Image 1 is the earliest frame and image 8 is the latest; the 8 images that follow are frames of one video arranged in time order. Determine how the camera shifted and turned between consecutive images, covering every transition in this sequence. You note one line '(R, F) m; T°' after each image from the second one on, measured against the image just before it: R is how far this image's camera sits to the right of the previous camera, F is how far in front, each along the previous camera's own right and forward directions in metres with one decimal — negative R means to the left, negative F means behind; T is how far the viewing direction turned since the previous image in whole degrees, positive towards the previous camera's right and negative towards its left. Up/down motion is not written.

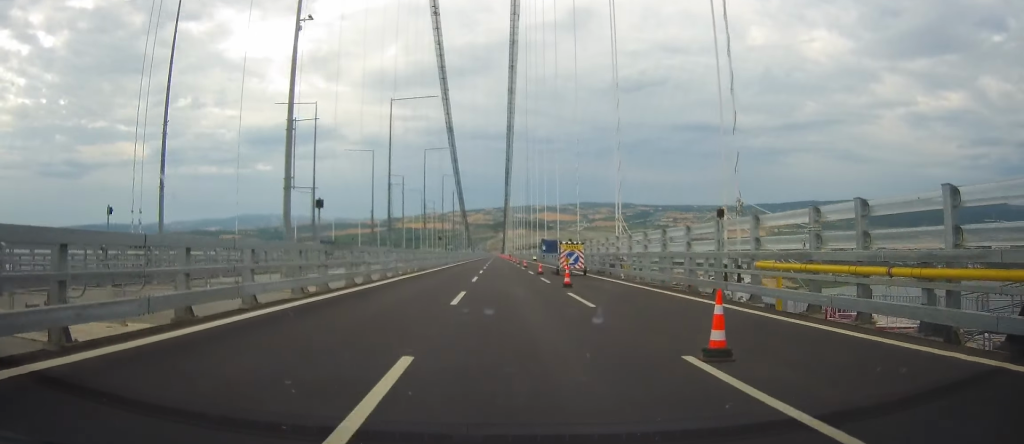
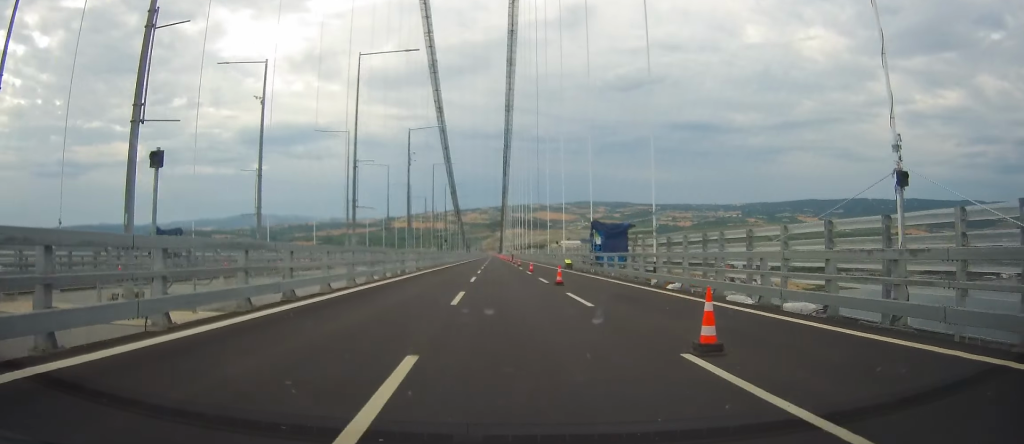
(-0.7, +59.3) m; 0°
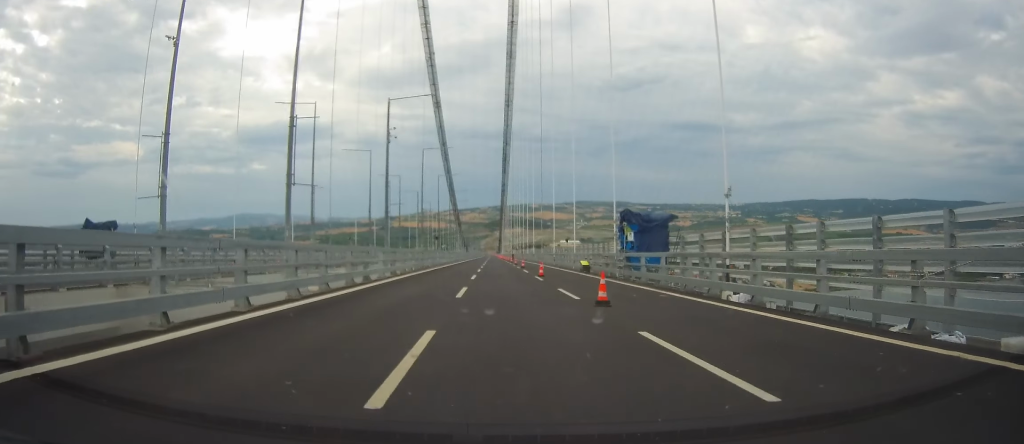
(+0.1, +11.4) m; +1°
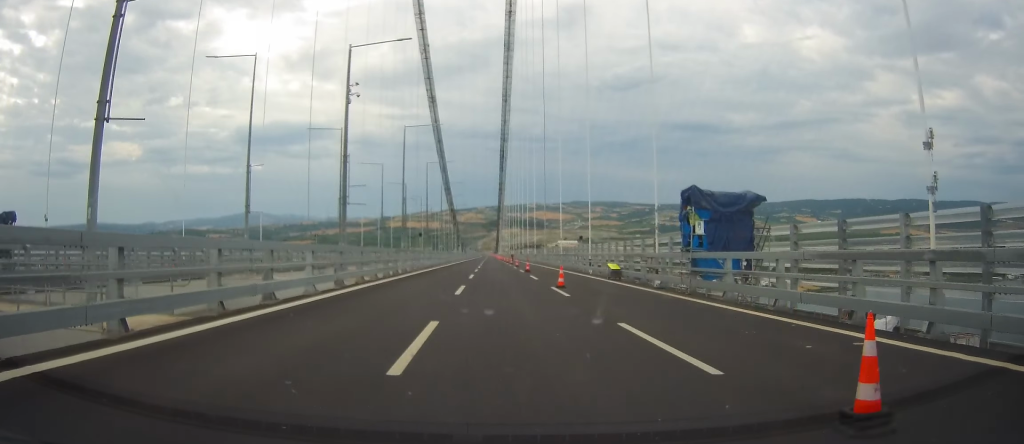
(+0.5, +13.6) m; 0°
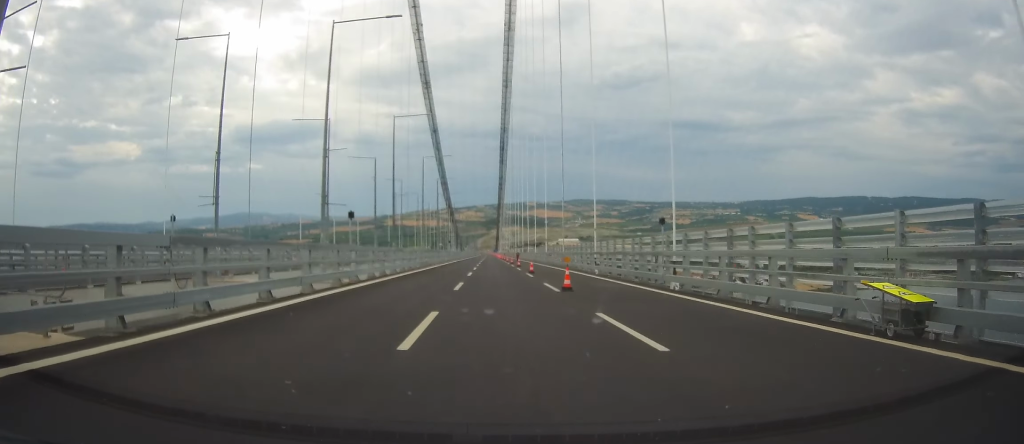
(-0.4, +27.9) m; +1°
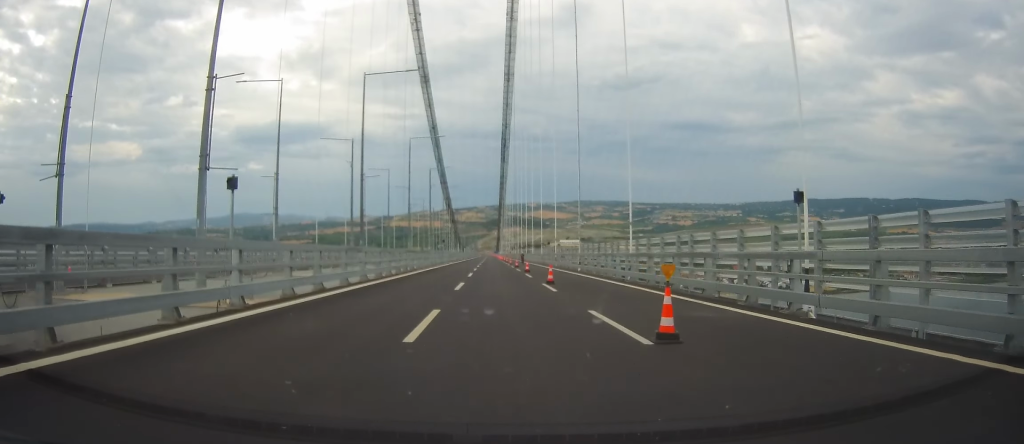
(+0.3, +13.9) m; 0°
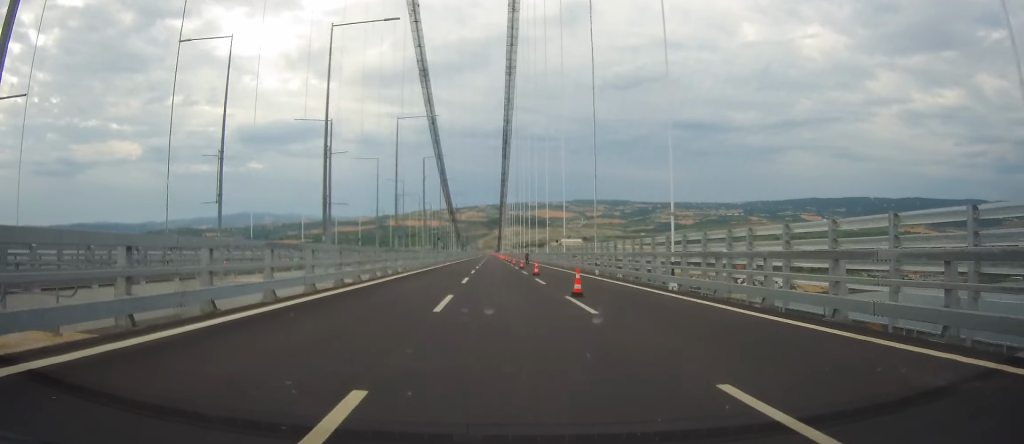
(-0.1, +9.7) m; -1°
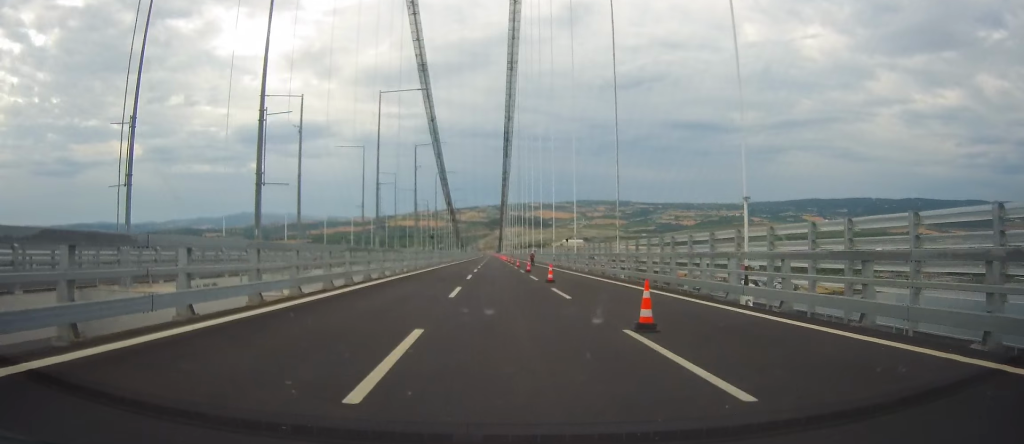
(0.0, +9.6) m; -1°
